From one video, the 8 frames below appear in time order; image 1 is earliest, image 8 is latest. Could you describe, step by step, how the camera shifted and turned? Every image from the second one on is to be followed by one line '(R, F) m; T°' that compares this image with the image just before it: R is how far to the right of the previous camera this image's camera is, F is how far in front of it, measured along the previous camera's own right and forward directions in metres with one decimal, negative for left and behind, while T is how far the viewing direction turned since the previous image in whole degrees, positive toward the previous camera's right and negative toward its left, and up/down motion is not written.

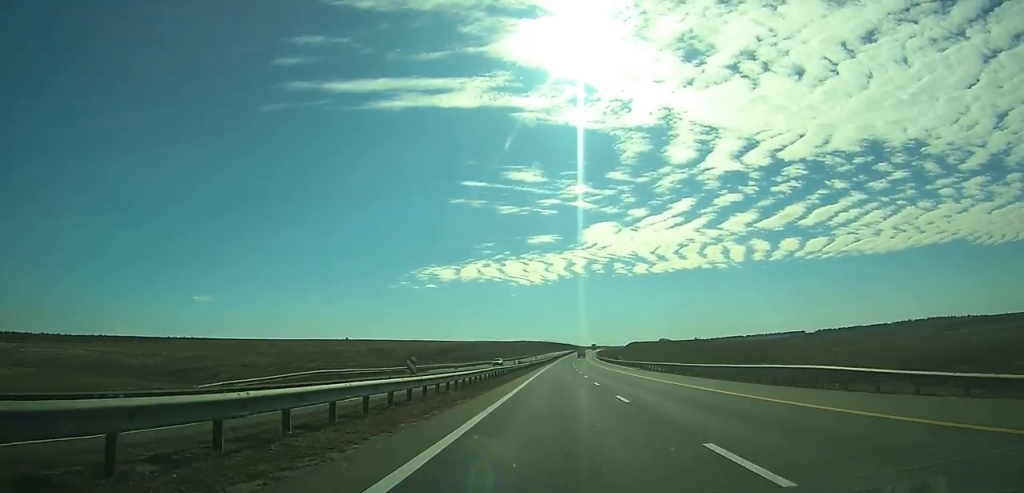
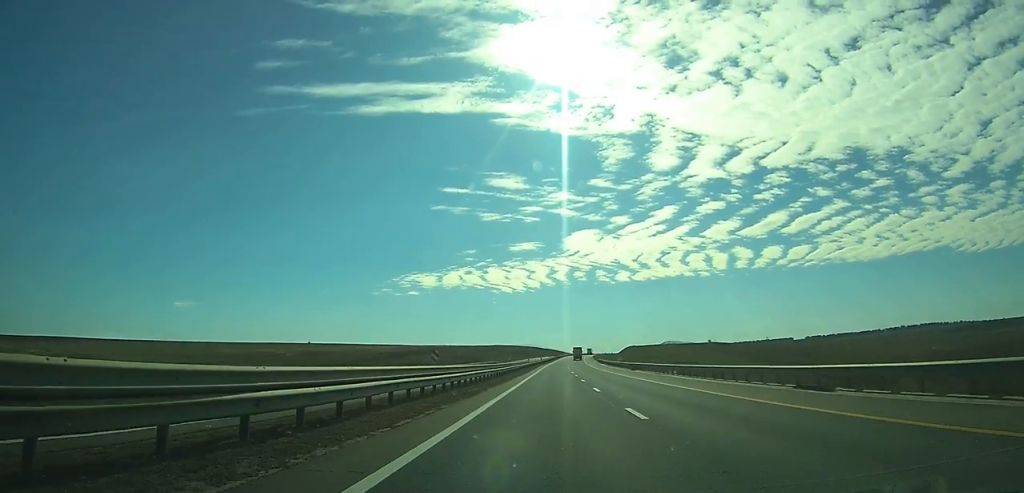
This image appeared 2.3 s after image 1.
(+0.6, +76.3) m; +1°
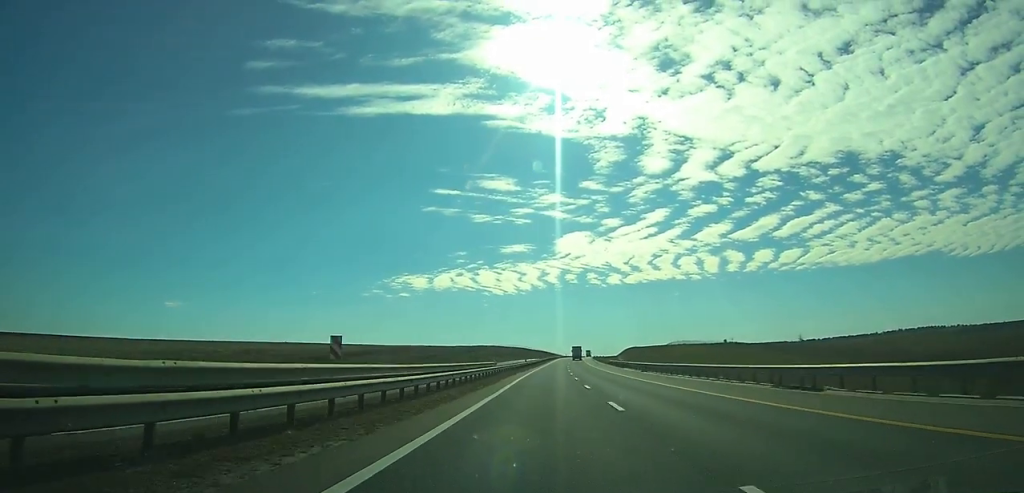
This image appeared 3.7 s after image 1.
(+0.3, +45.8) m; +1°
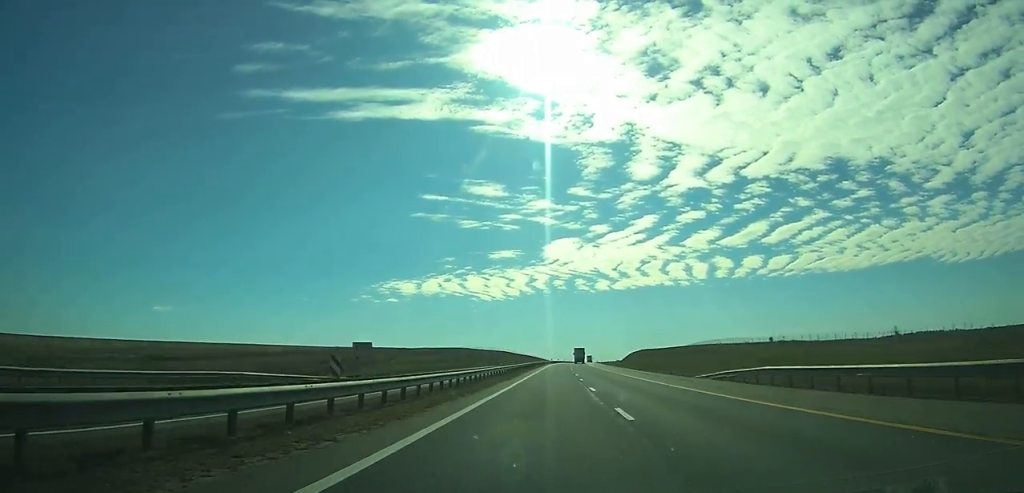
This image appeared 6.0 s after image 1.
(+1.5, +73.9) m; +2°
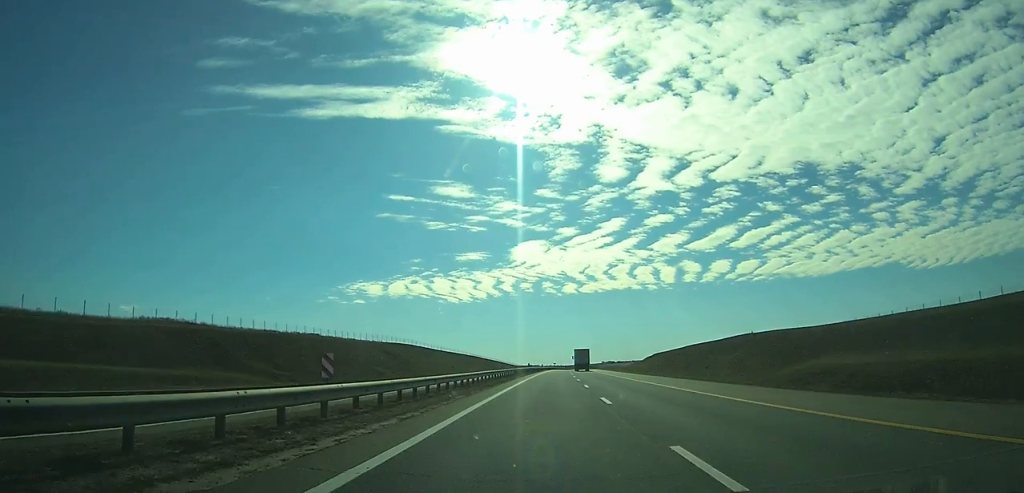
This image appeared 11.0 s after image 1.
(+3.4, +161.9) m; +3°
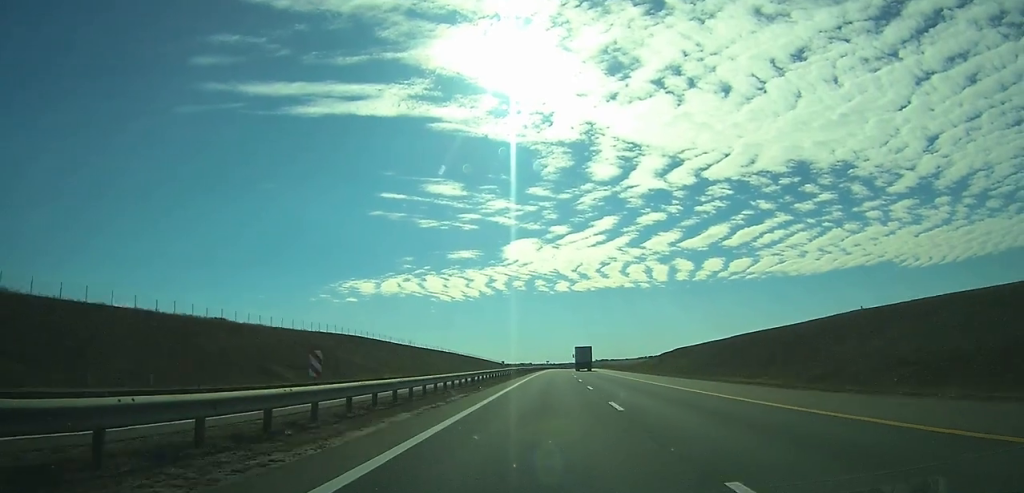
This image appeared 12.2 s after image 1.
(+0.4, +38.4) m; +1°
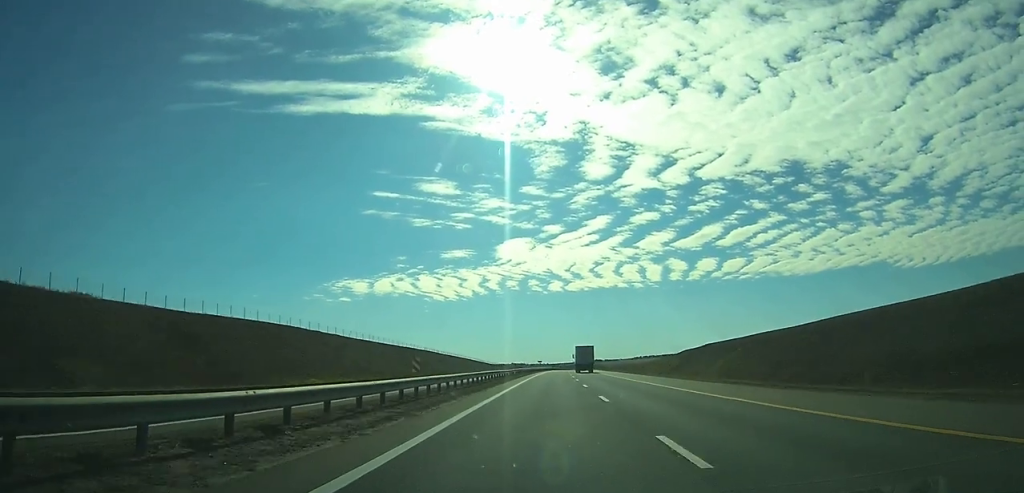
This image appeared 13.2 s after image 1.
(+0.1, +32.1) m; +1°
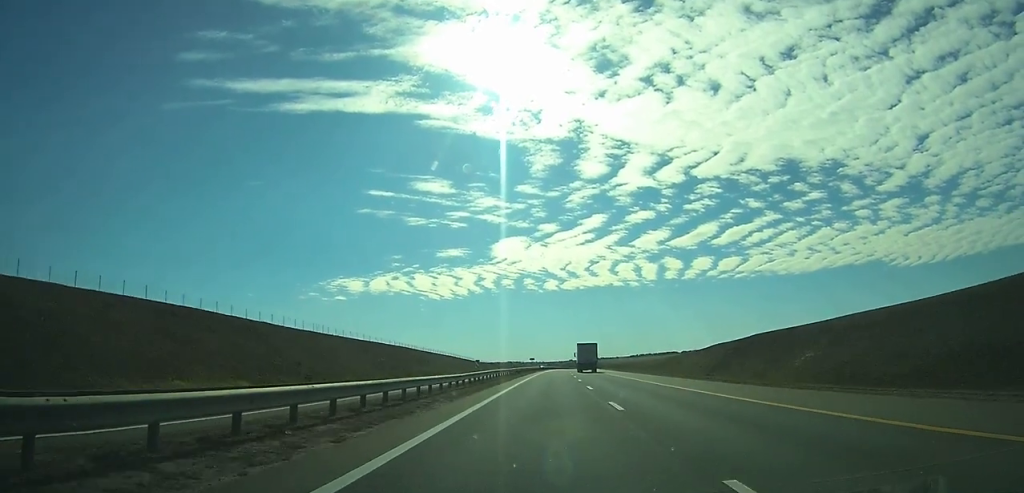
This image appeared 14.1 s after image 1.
(+0.2, +27.6) m; +1°
